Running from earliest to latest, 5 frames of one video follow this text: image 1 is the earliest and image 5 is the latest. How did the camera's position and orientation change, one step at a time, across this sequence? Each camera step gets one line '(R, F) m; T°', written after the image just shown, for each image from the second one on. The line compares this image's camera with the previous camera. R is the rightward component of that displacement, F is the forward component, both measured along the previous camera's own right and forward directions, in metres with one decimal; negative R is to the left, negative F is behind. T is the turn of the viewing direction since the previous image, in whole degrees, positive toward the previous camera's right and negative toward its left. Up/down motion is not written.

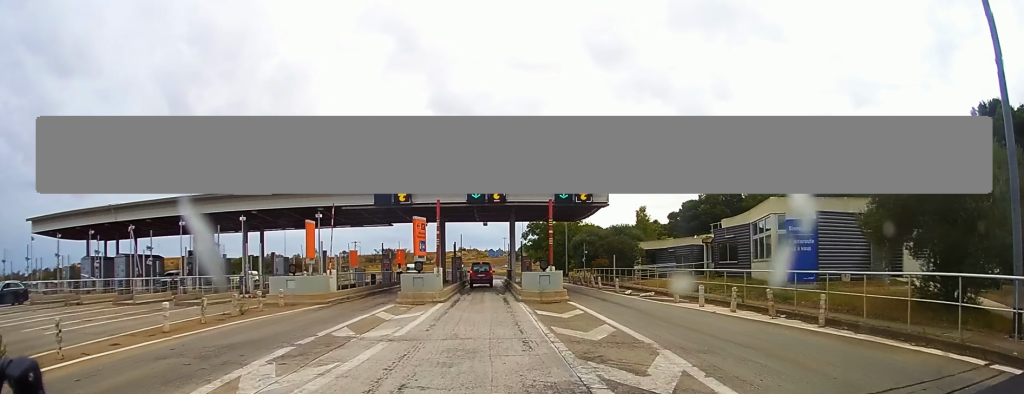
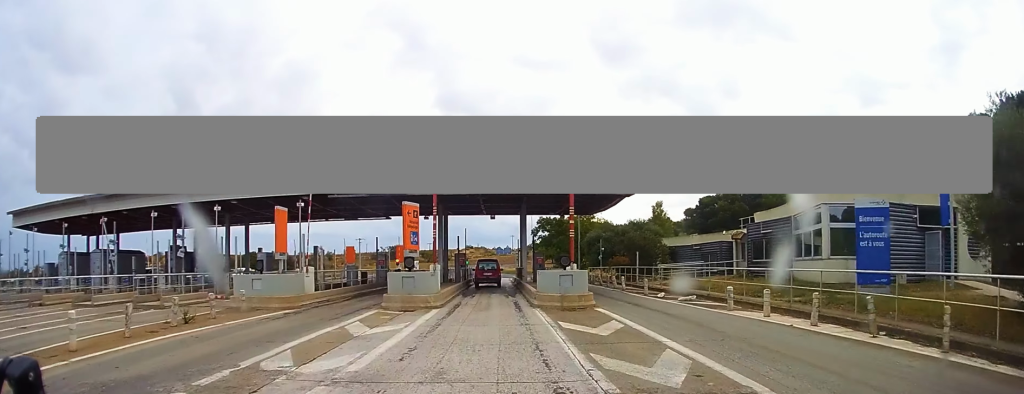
(-0.1, +4.2) m; -1°
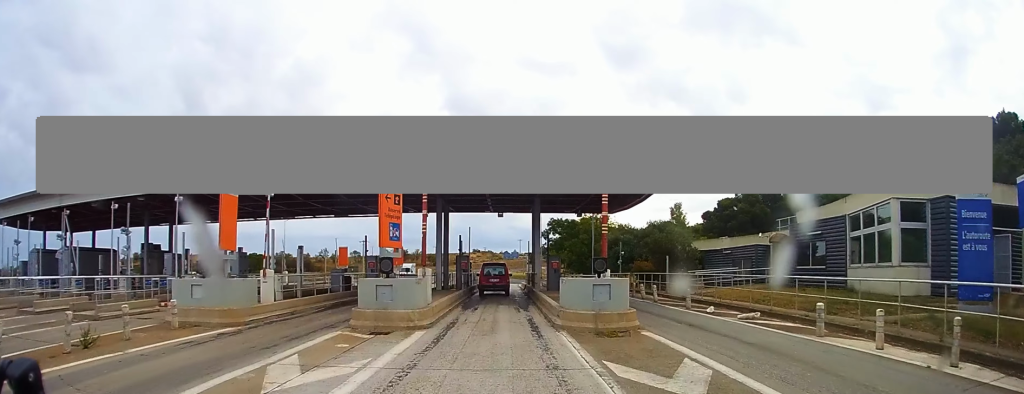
(0.0, +4.3) m; -1°
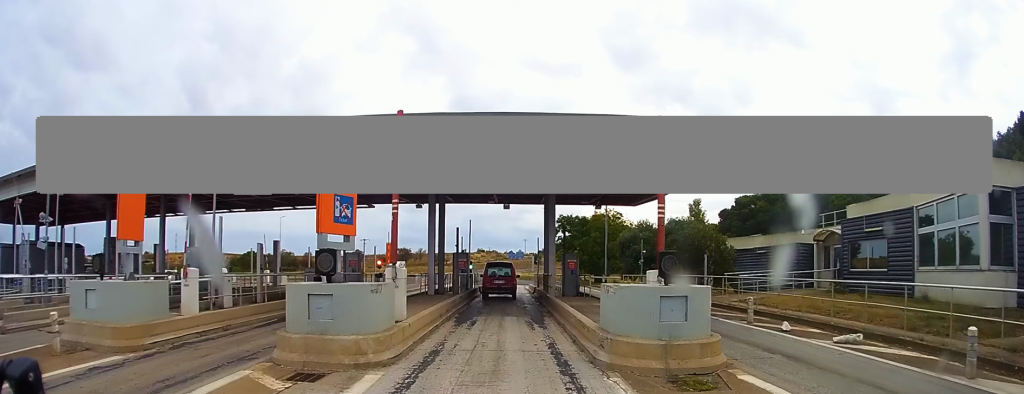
(-0.1, +4.5) m; 0°
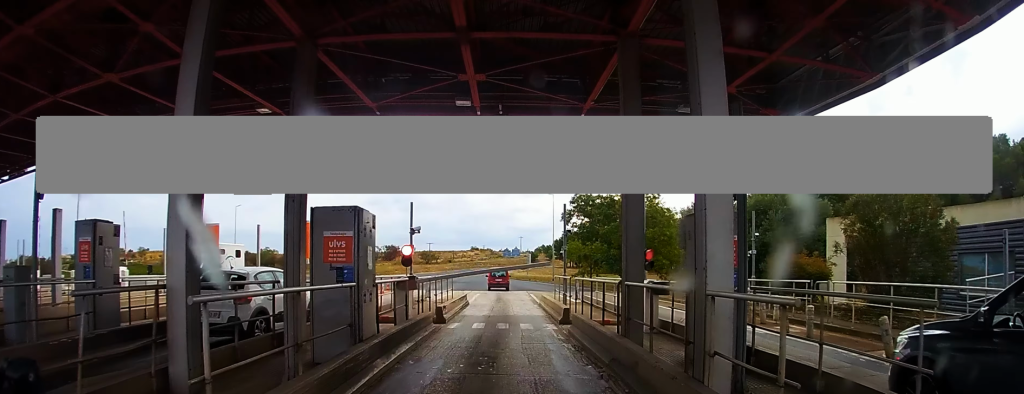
(+1.5, +14.7) m; -4°
